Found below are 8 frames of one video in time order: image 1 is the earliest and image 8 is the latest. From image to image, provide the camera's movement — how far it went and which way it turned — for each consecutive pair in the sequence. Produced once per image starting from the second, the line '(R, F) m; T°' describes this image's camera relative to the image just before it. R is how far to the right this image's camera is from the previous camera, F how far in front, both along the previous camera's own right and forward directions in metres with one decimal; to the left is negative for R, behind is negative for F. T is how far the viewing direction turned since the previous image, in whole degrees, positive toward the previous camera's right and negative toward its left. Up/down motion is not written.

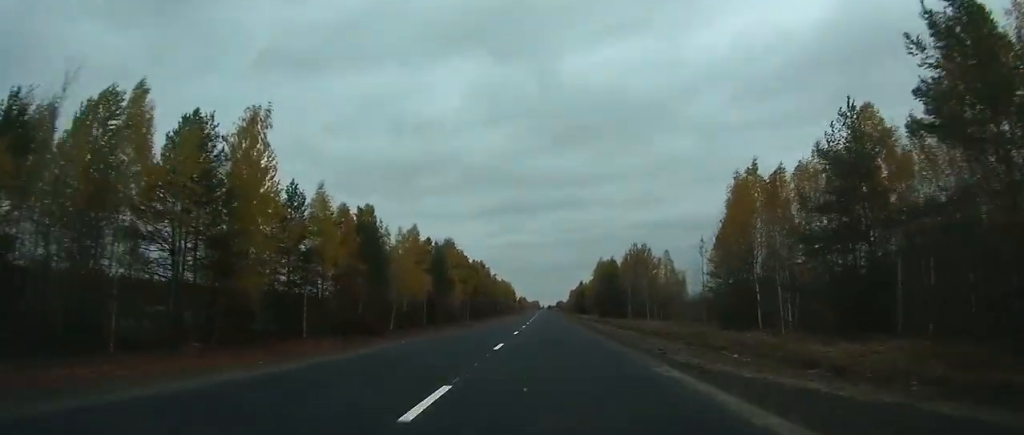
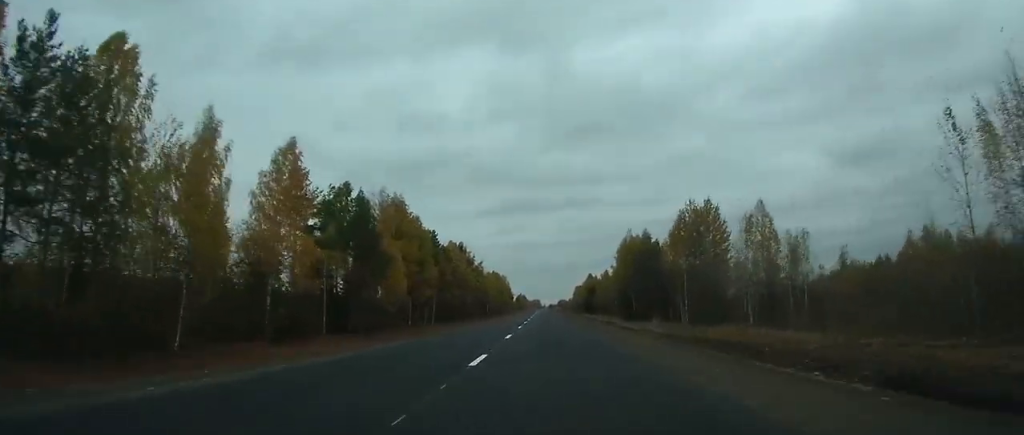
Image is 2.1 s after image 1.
(-0.1, +55.9) m; 0°
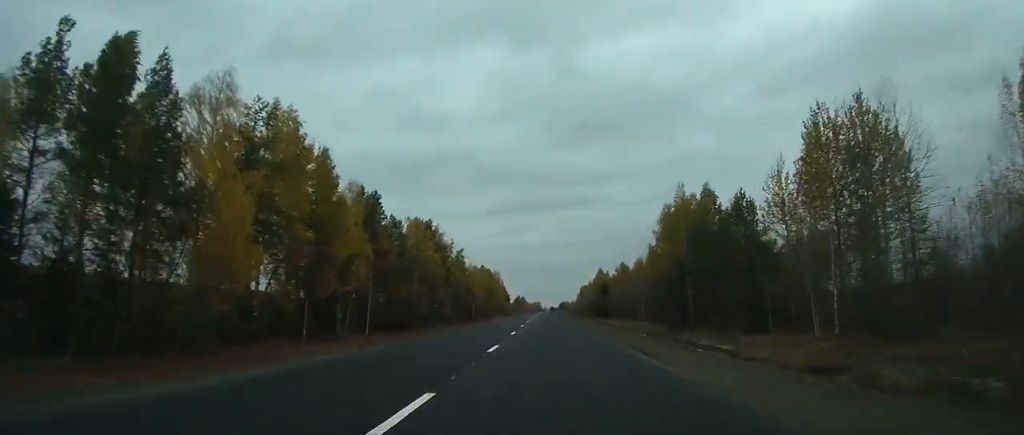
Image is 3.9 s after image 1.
(0.0, +43.5) m; 0°
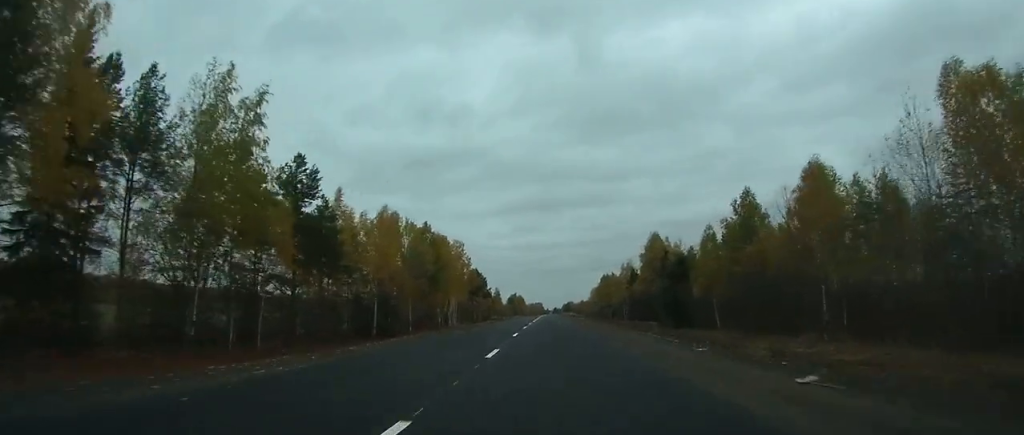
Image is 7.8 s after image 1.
(+0.4, +94.4) m; 0°
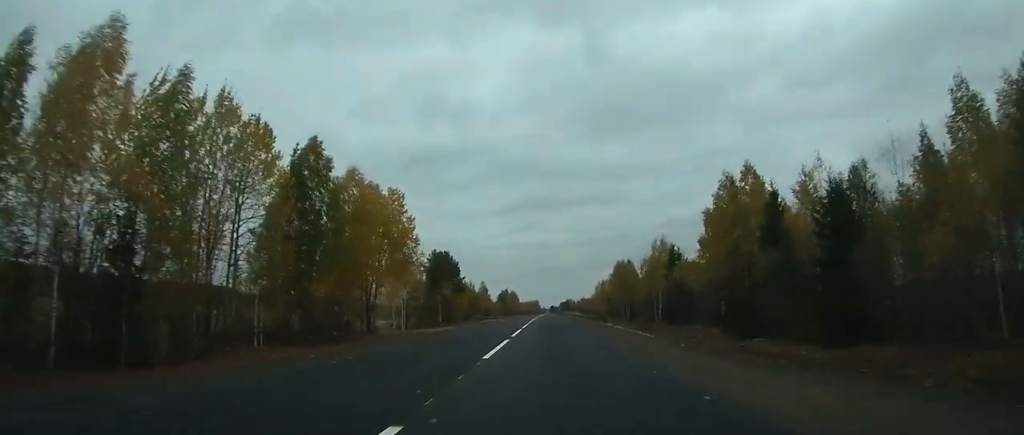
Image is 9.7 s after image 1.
(-0.1, +49.3) m; 0°
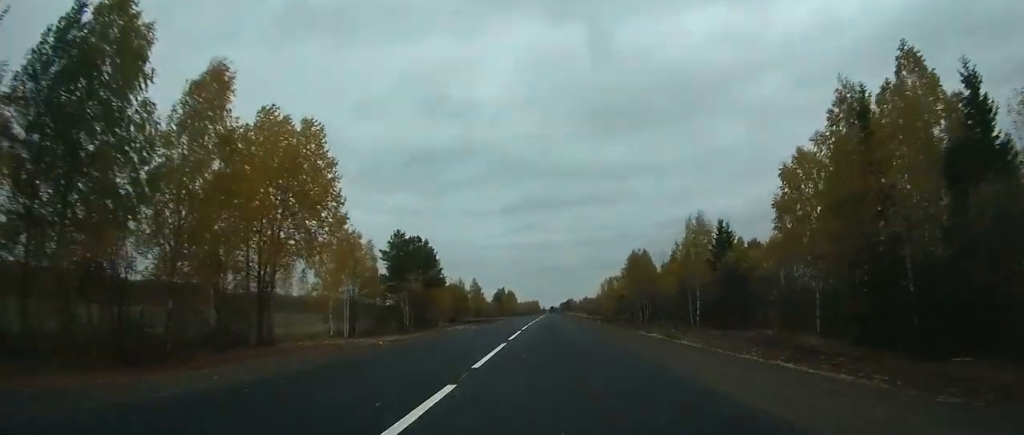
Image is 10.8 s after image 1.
(0.0, +27.6) m; 0°
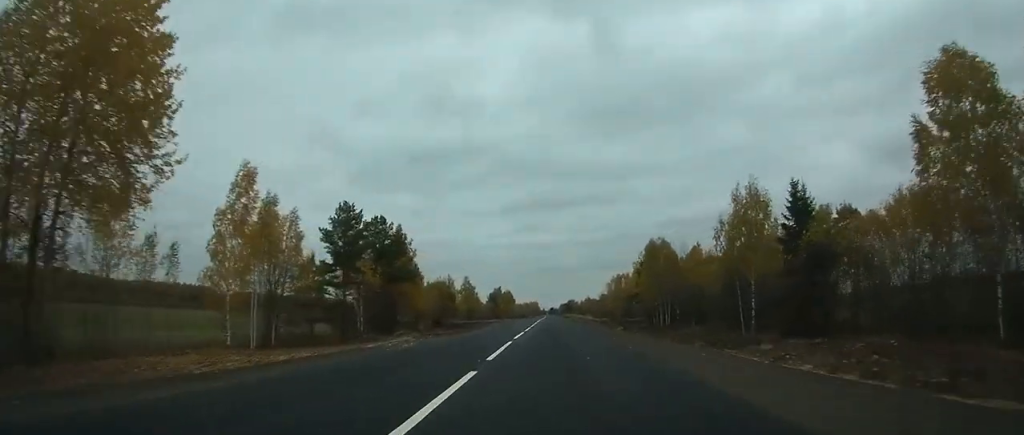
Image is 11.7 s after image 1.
(0.0, +22.4) m; 0°
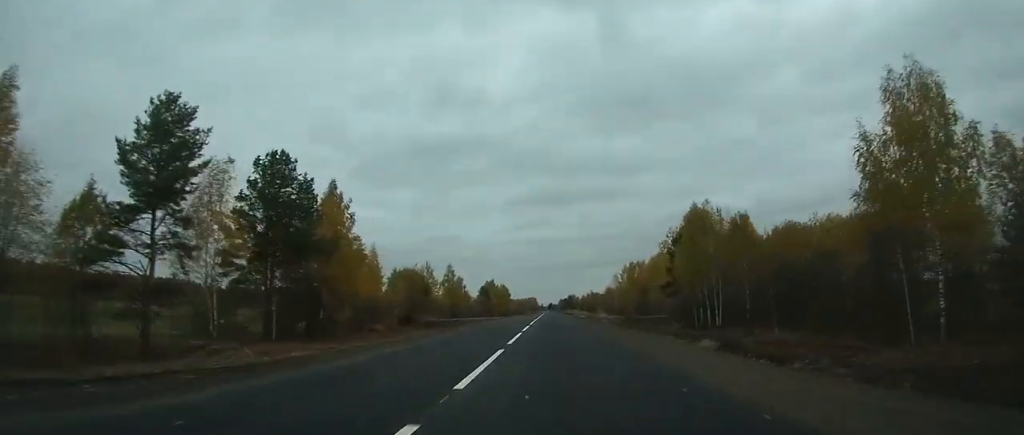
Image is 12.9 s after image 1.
(0.0, +30.4) m; 0°
